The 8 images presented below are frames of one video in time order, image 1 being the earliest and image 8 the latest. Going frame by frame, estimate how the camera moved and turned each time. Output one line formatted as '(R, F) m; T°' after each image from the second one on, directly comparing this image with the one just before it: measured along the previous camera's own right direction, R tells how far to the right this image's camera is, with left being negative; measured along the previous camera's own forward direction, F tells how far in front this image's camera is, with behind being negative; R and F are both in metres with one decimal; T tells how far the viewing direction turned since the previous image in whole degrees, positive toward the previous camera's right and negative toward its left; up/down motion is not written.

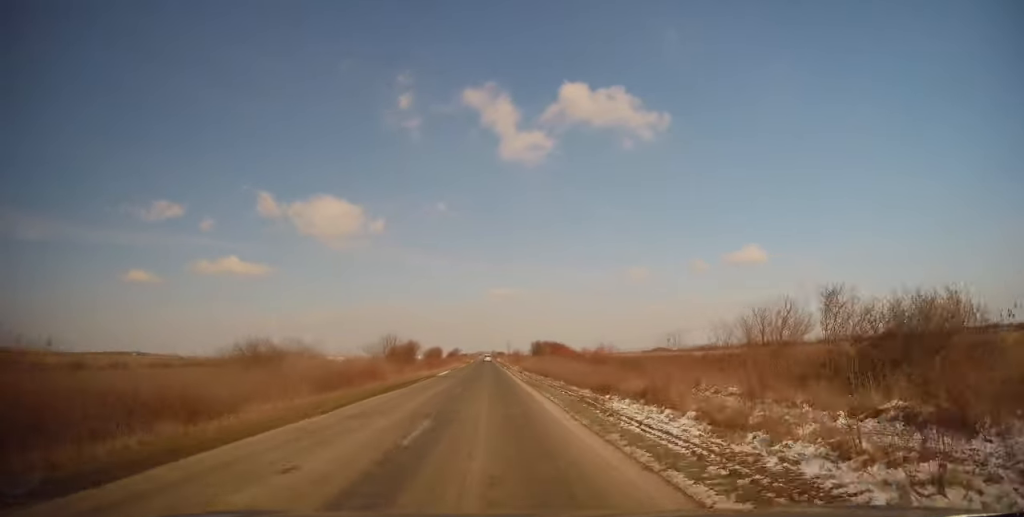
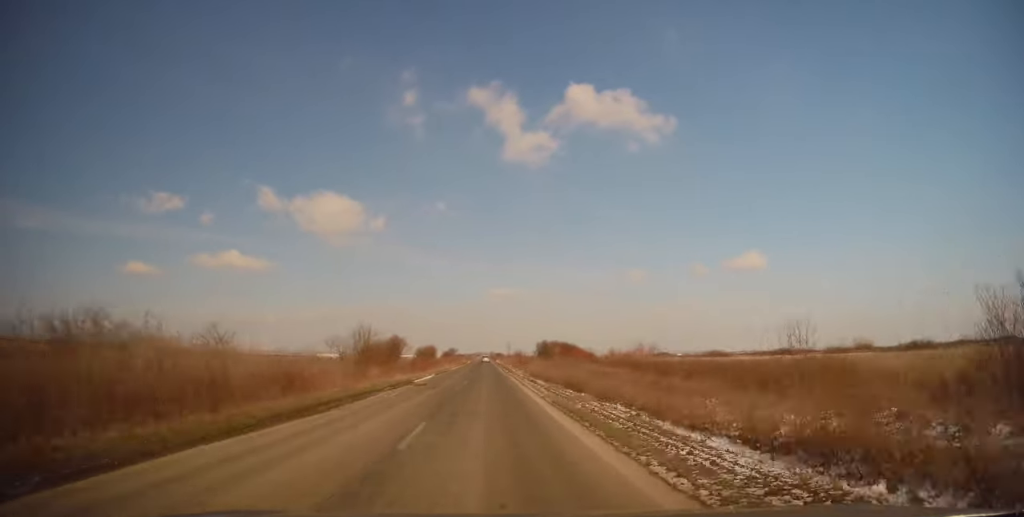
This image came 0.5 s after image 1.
(-0.2, +12.5) m; 0°
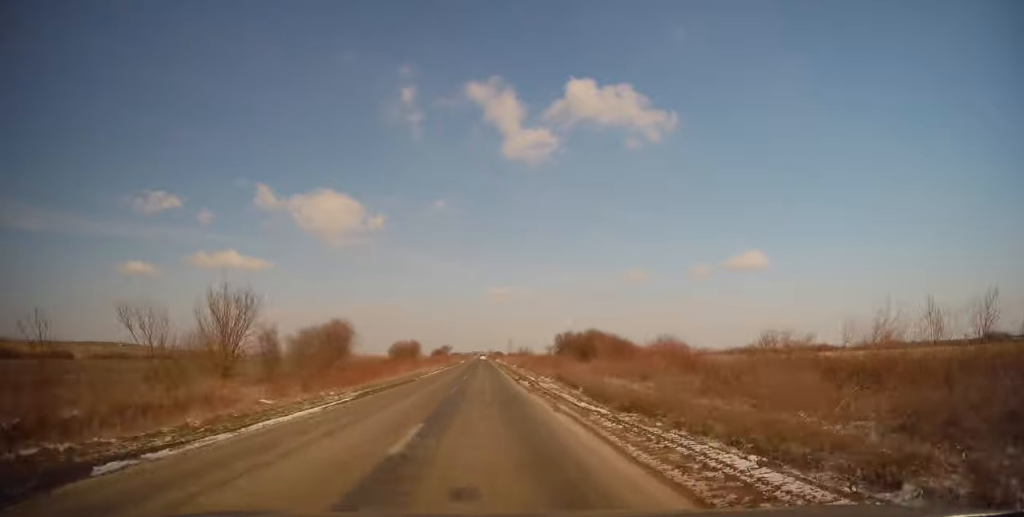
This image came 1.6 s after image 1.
(+0.3, +25.0) m; 0°
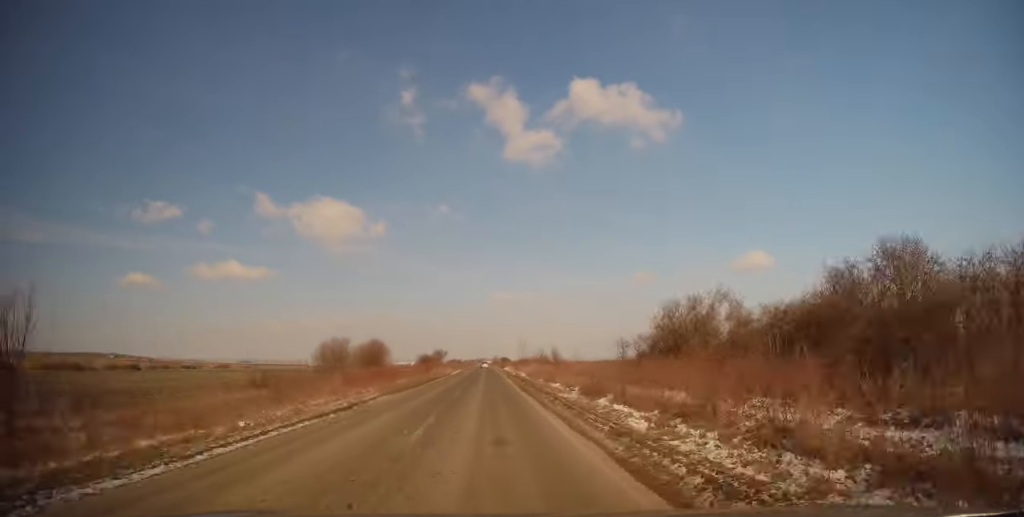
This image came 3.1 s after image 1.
(-0.1, +35.3) m; 0°
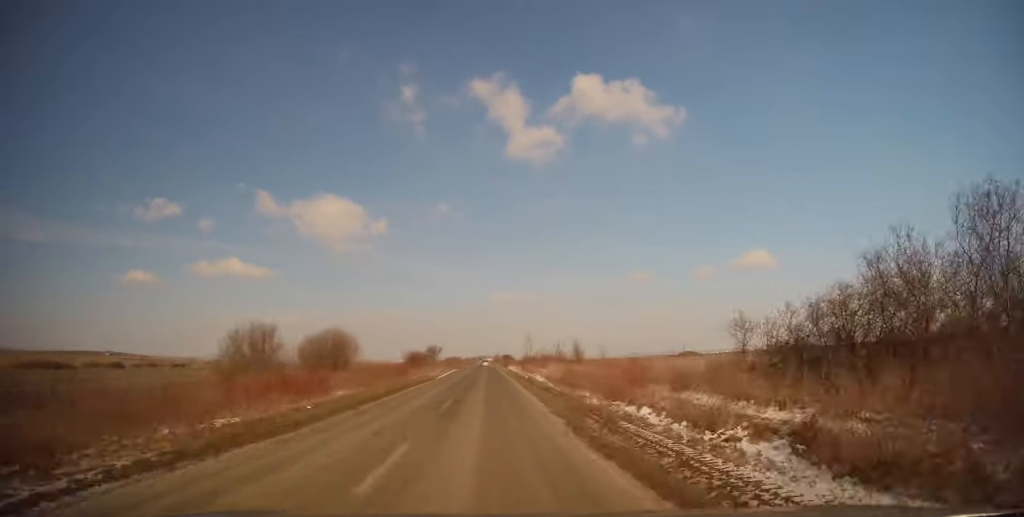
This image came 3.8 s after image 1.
(+0.2, +15.7) m; 0°
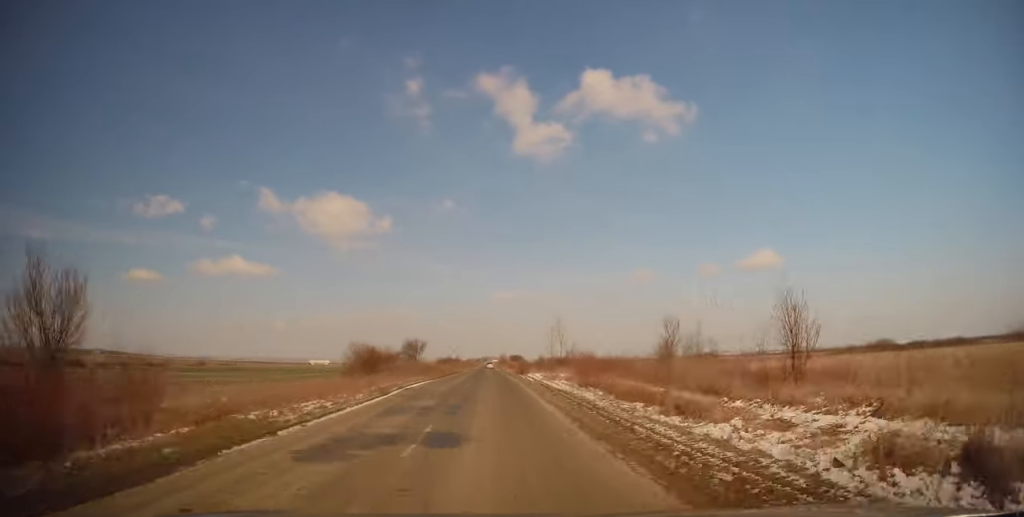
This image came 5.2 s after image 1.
(-0.4, +34.9) m; -1°
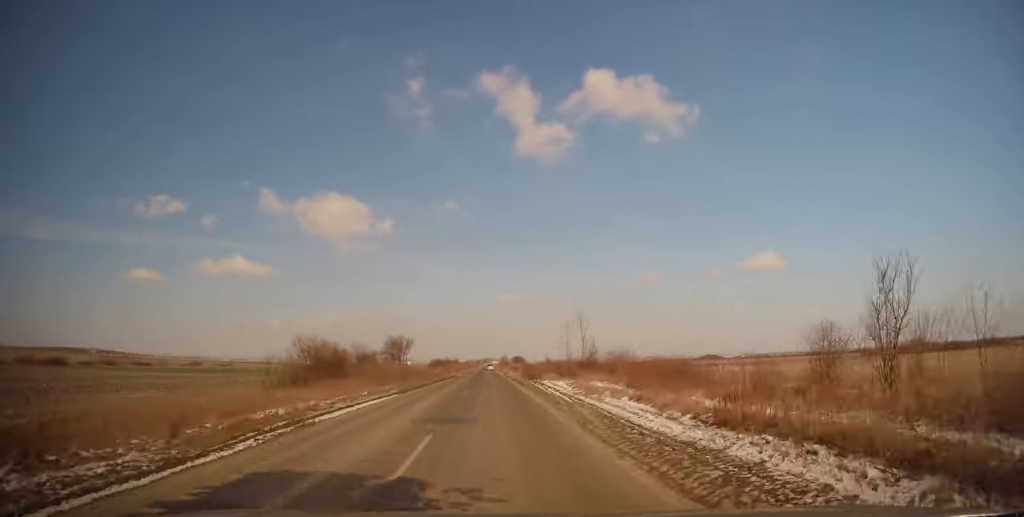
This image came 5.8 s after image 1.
(0.0, +13.5) m; 0°
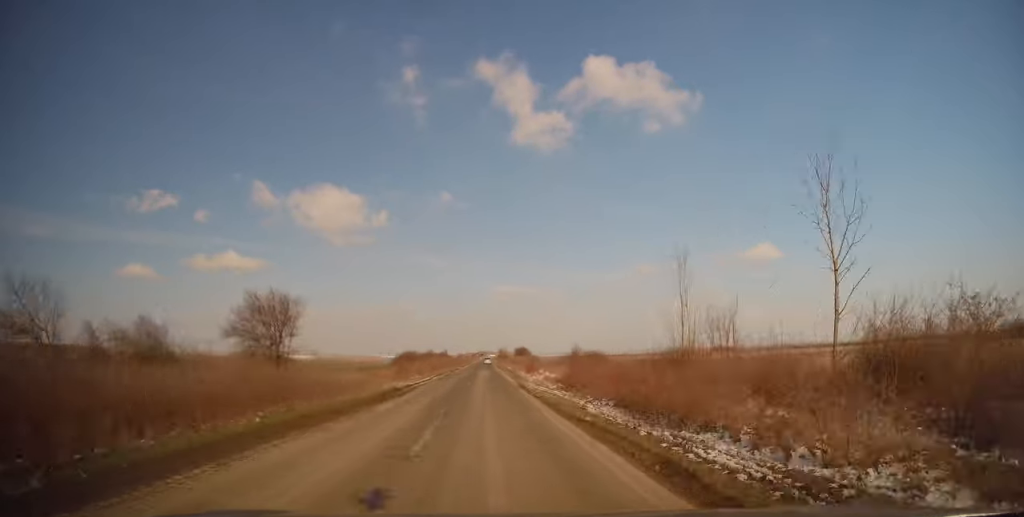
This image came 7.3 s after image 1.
(0.0, +35.2) m; 0°
